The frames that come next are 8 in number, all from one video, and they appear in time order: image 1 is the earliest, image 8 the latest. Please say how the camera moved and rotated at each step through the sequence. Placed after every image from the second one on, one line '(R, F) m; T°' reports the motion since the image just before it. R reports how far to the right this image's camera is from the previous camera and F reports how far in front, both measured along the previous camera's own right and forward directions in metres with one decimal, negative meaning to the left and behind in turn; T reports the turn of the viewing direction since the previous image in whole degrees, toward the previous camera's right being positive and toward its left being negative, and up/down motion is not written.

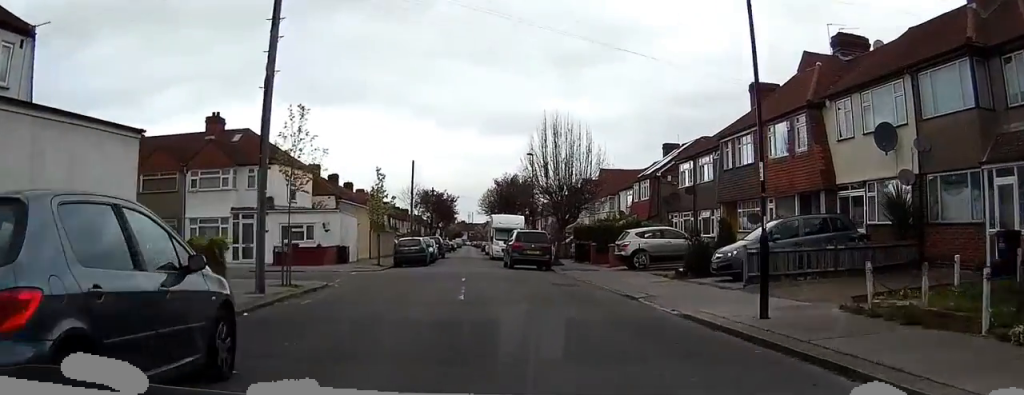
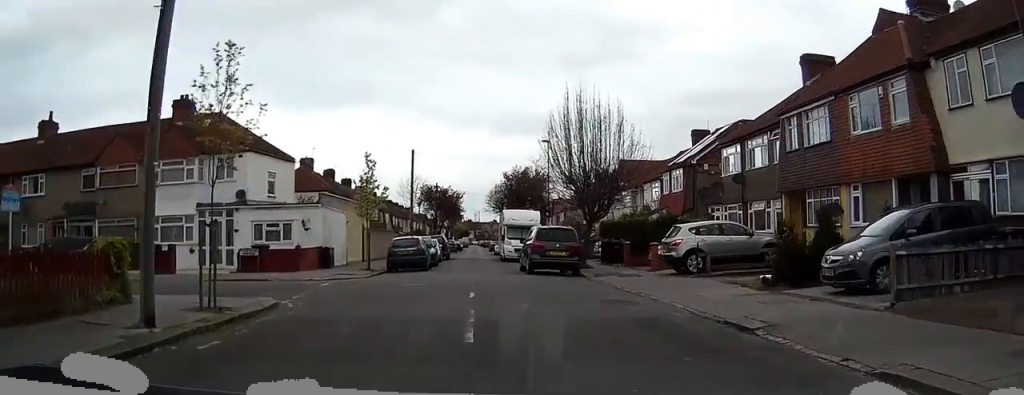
(-0.3, +6.4) m; -2°
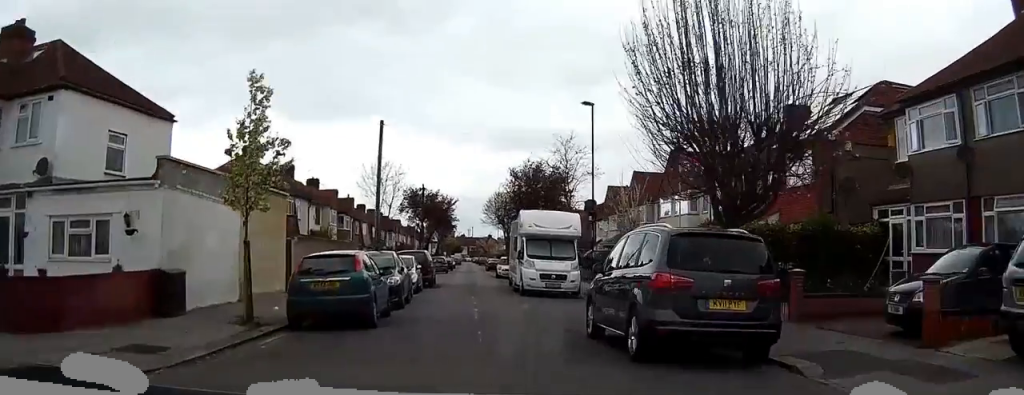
(0.0, +17.1) m; +1°
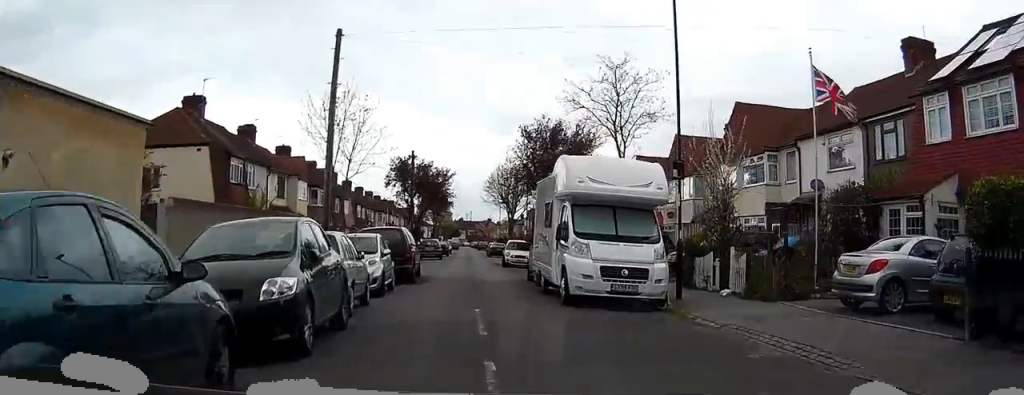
(+0.1, +11.7) m; 0°
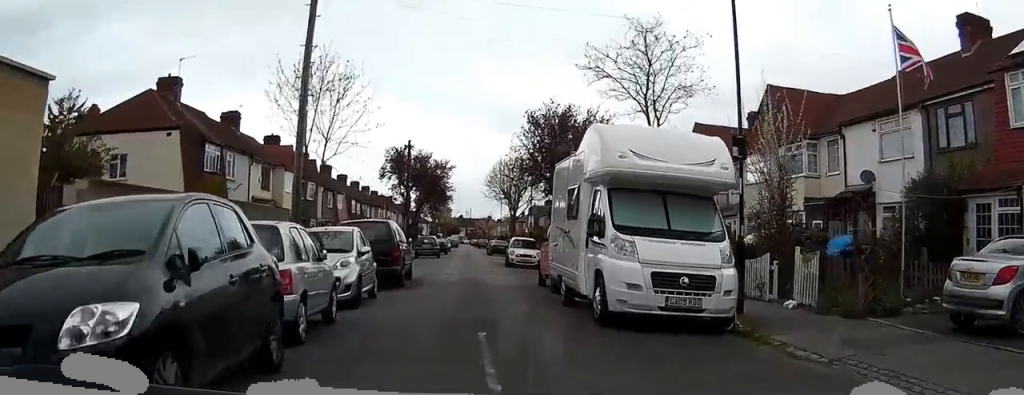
(0.0, +3.9) m; 0°
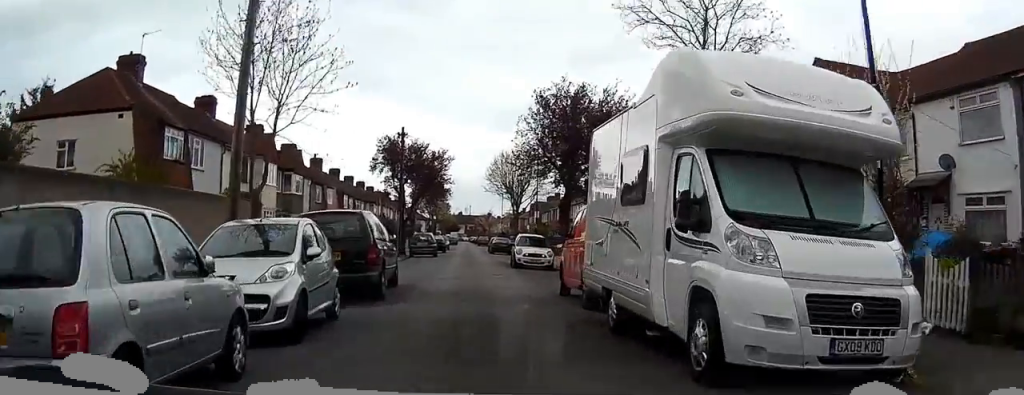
(0.0, +4.8) m; -1°
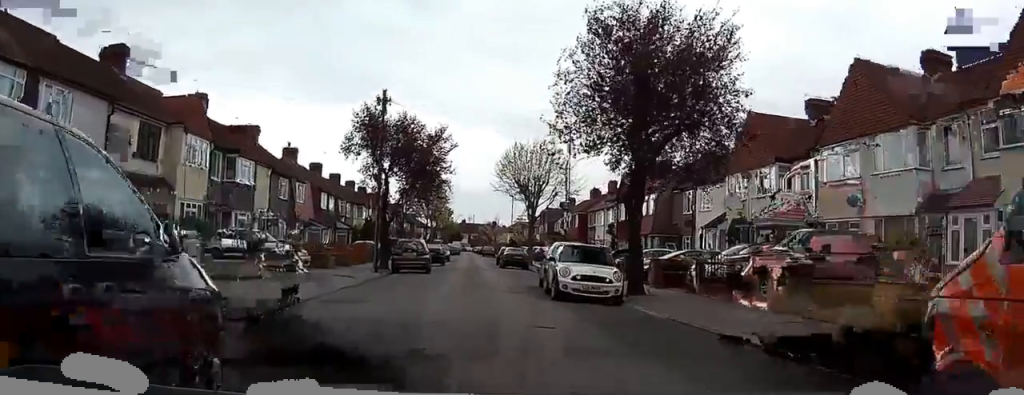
(0.0, +13.2) m; +1°
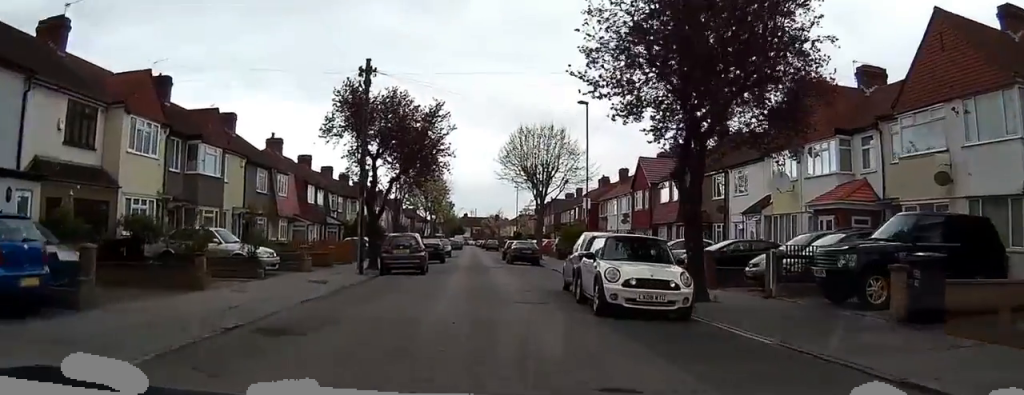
(0.0, +5.1) m; +1°
